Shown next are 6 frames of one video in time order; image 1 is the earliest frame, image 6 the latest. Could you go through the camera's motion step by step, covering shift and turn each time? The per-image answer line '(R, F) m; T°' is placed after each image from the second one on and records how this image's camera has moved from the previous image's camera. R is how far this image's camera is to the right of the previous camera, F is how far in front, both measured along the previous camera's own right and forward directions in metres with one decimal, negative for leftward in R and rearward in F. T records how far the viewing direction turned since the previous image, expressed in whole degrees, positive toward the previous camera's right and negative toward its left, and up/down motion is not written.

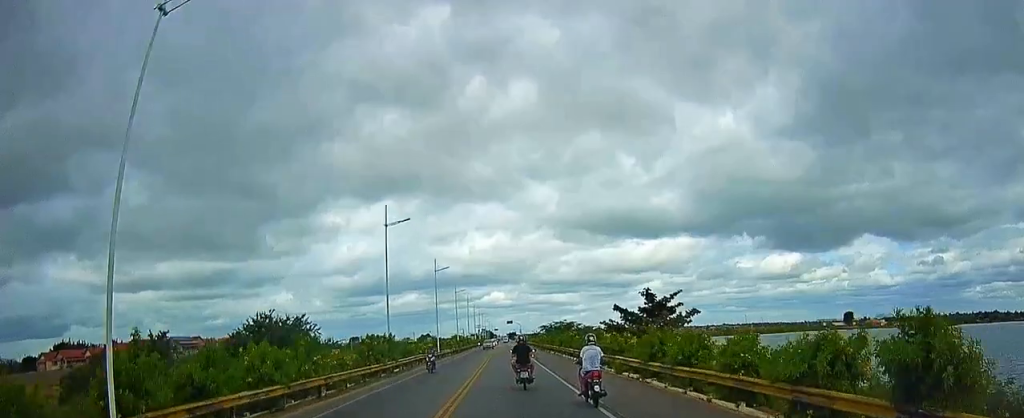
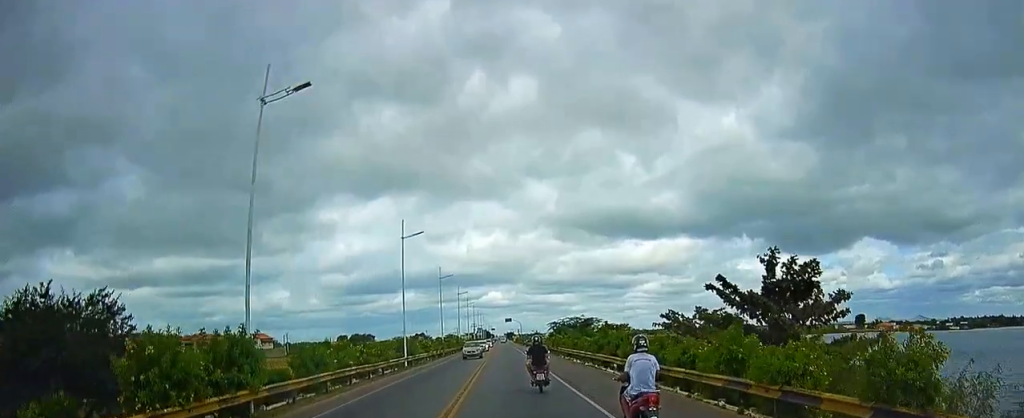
(+0.3, +23.4) m; +1°
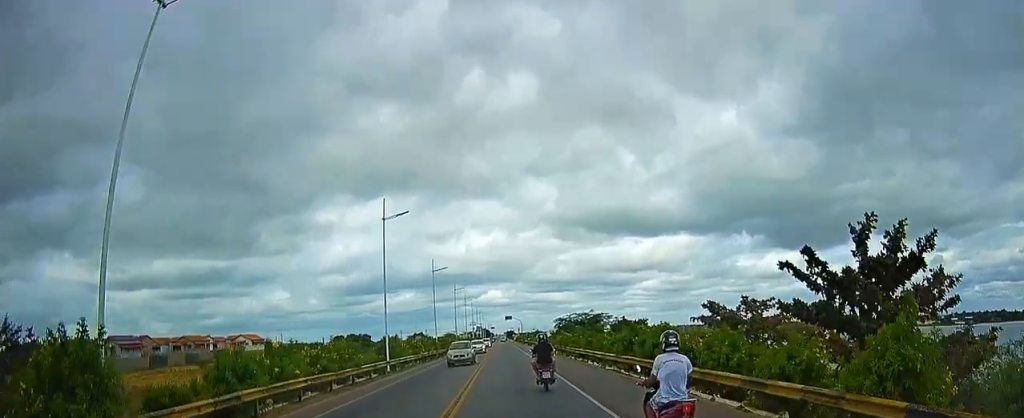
(+0.1, +7.8) m; 0°
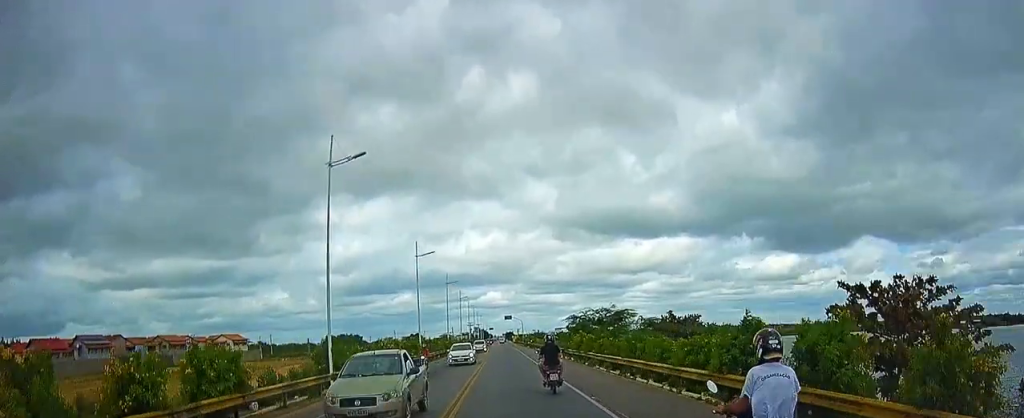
(-0.1, +13.7) m; -1°
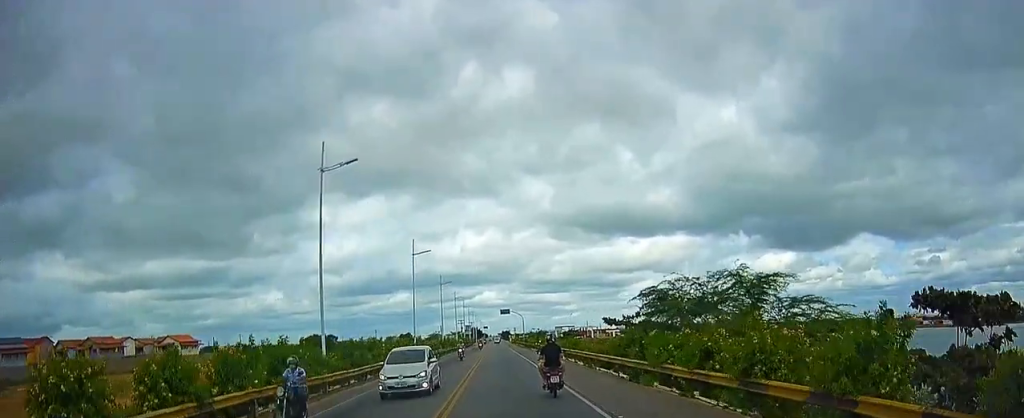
(-0.5, +30.9) m; -1°
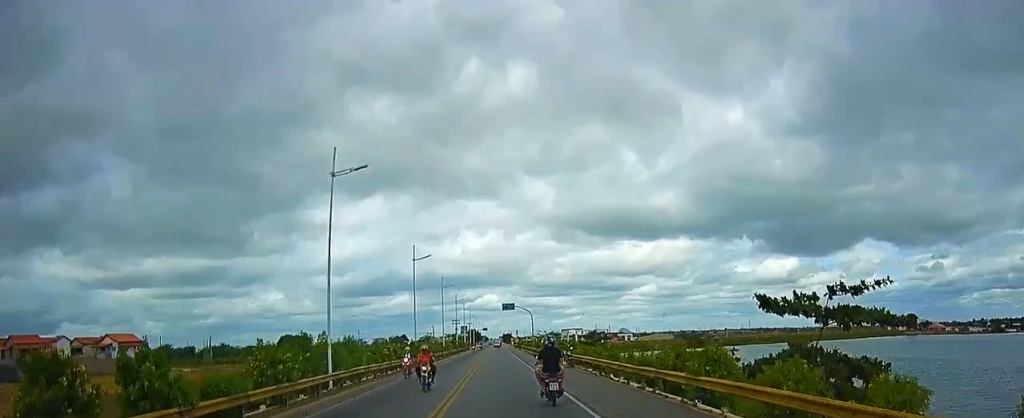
(-0.1, +29.5) m; 0°
